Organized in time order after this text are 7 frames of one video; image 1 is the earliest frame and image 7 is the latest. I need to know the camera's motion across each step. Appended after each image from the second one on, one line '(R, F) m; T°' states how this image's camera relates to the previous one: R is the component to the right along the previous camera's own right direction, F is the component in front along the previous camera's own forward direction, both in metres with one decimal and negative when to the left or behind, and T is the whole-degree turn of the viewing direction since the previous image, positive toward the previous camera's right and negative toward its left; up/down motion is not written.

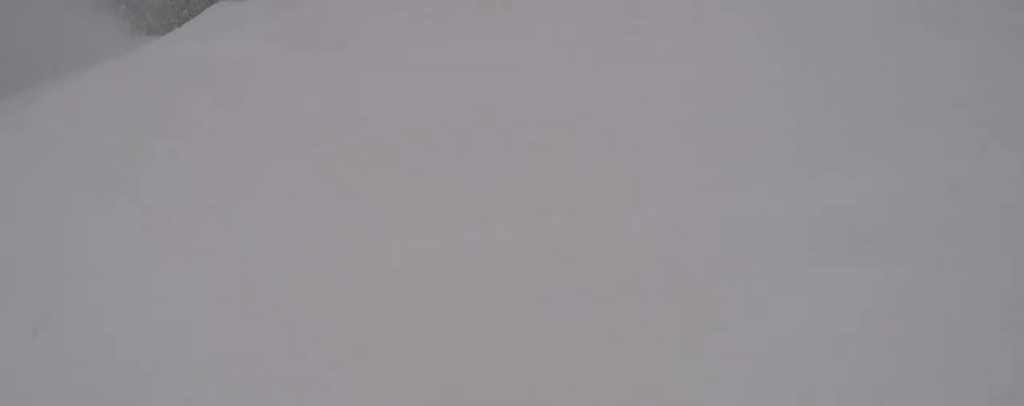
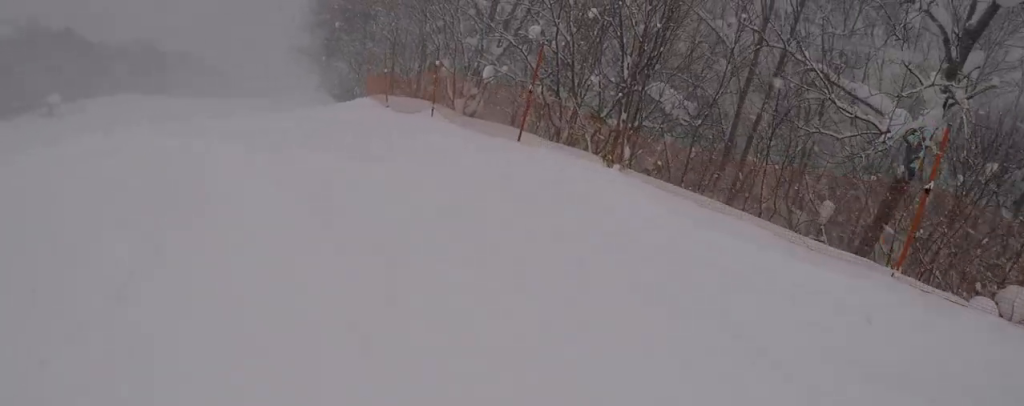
(-0.2, +3.2) m; +4°
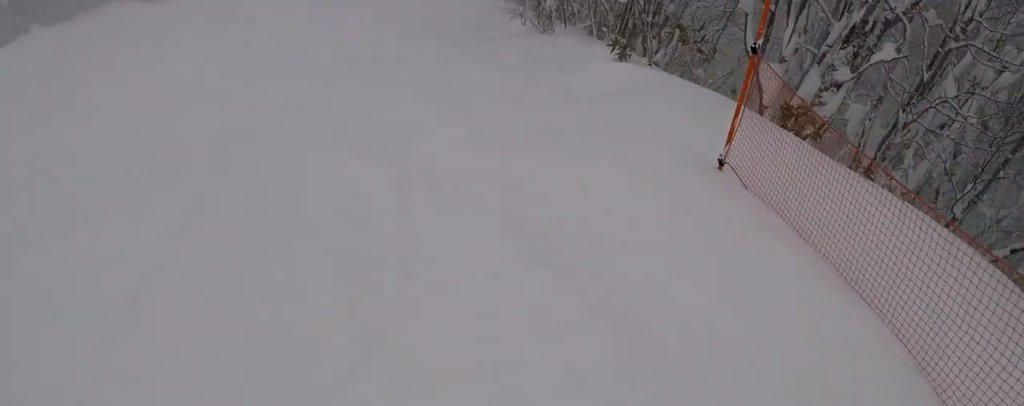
(-1.9, +13.1) m; -7°
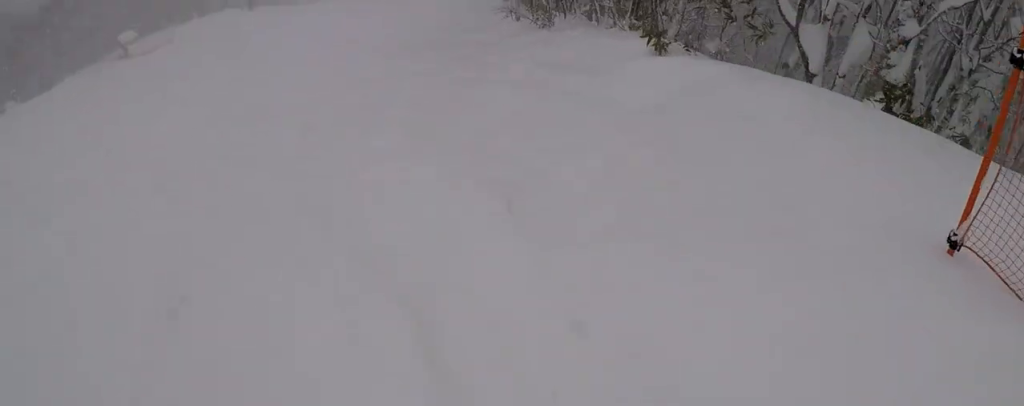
(-0.1, +2.1) m; -10°
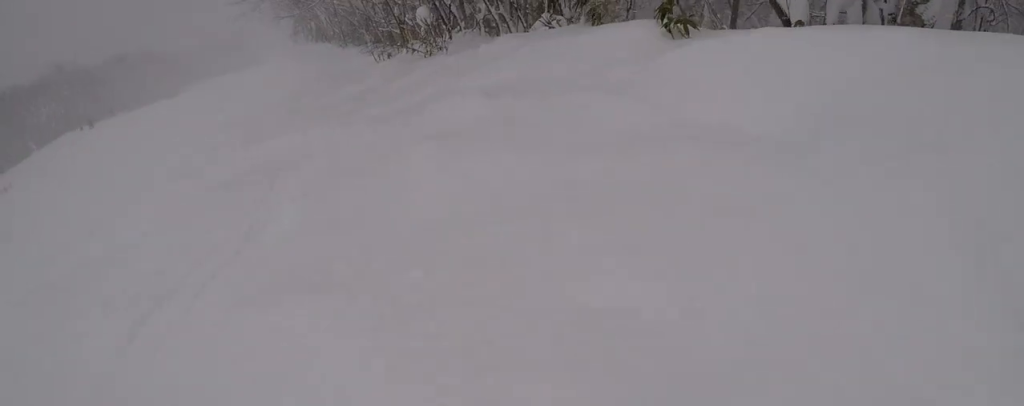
(-0.4, +2.8) m; -3°
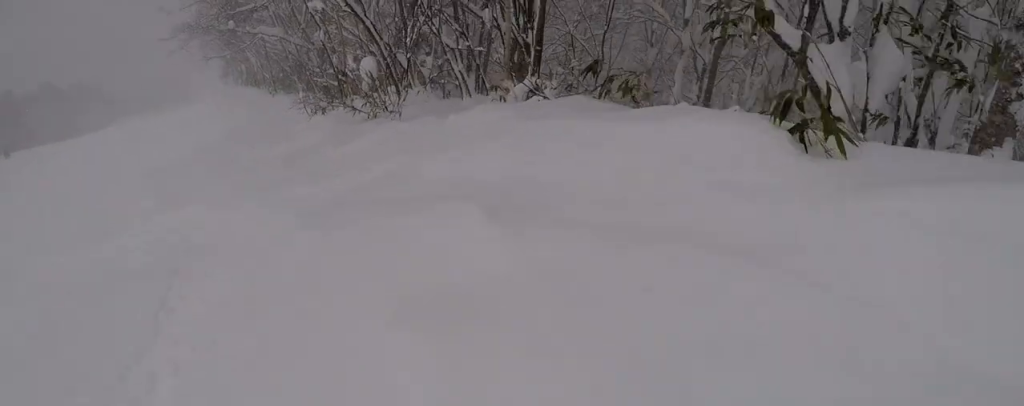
(-0.7, +2.3) m; +3°
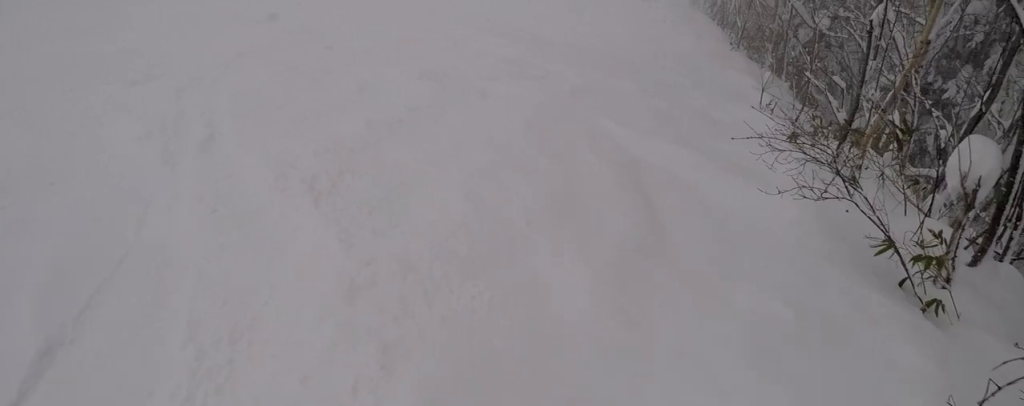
(+1.8, +6.9) m; +3°
